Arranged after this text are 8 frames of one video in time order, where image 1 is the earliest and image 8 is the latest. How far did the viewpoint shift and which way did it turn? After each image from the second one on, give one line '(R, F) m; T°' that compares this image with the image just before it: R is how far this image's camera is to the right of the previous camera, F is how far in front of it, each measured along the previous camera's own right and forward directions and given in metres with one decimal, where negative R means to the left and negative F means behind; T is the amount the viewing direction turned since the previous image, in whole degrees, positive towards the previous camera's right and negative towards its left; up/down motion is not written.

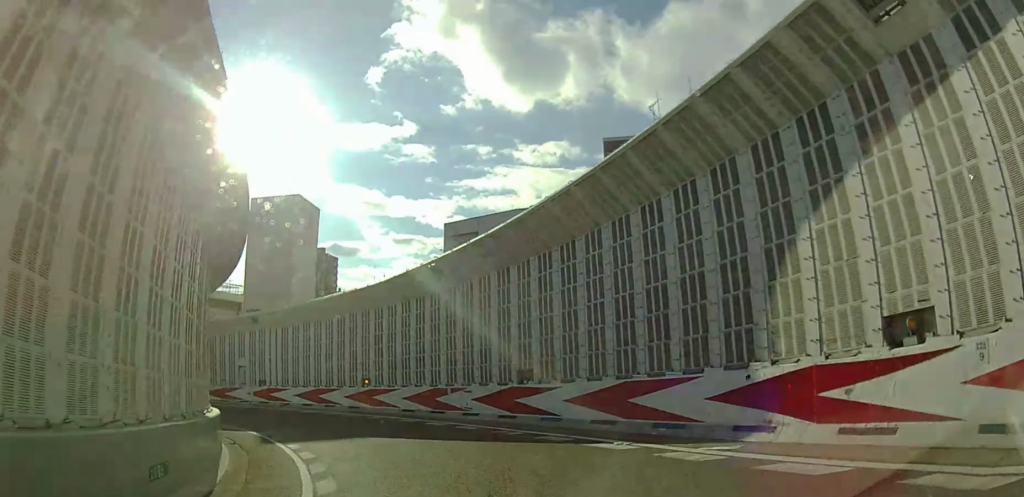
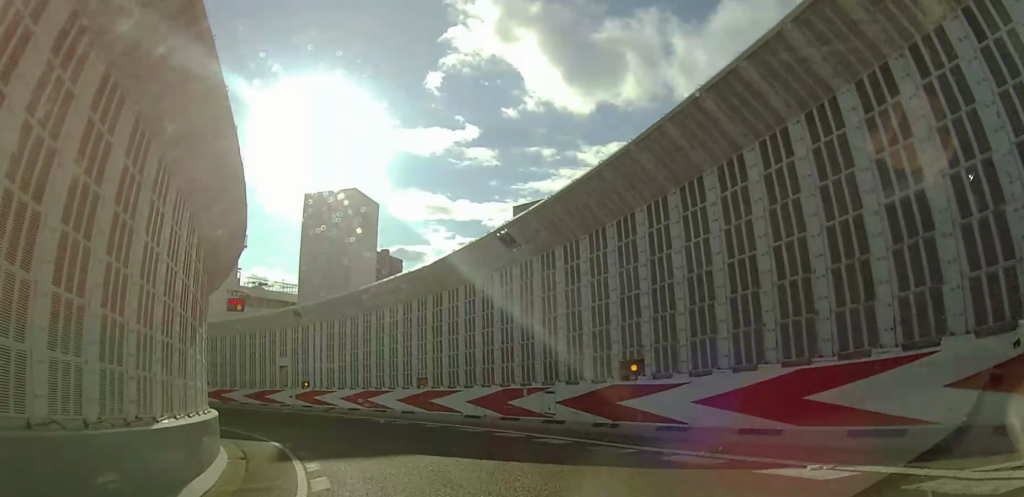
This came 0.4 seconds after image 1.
(-0.4, +4.0) m; -8°
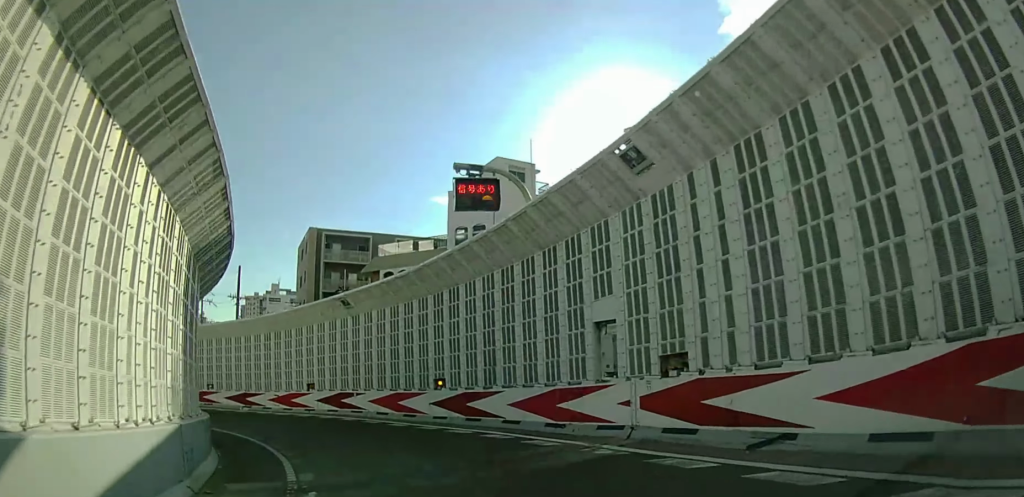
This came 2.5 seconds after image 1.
(-7.2, +15.7) m; -49°
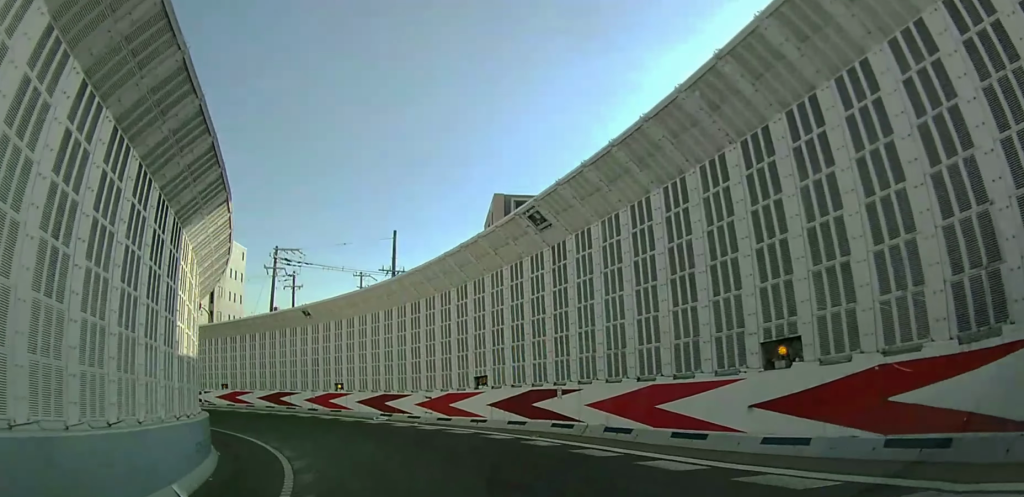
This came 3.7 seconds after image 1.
(-2.5, +11.7) m; -18°
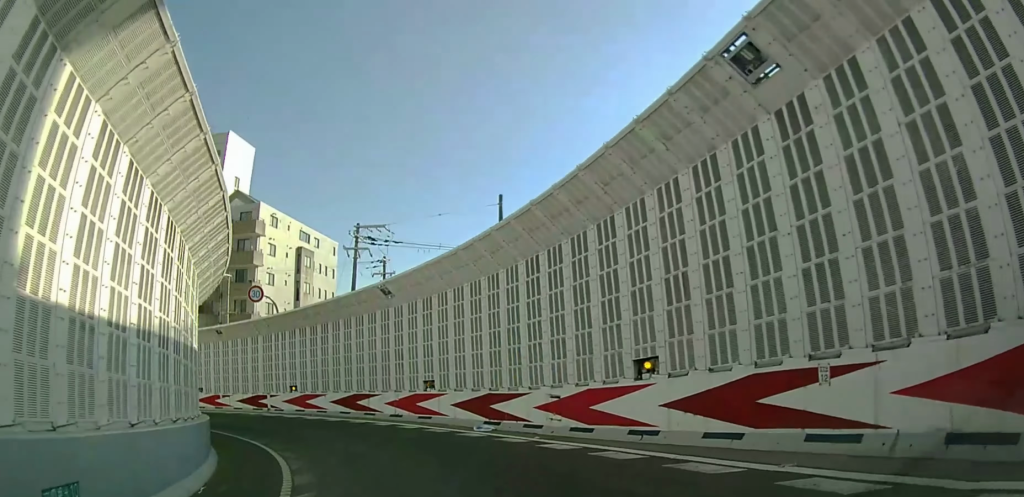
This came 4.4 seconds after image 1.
(-0.3, +6.5) m; -7°
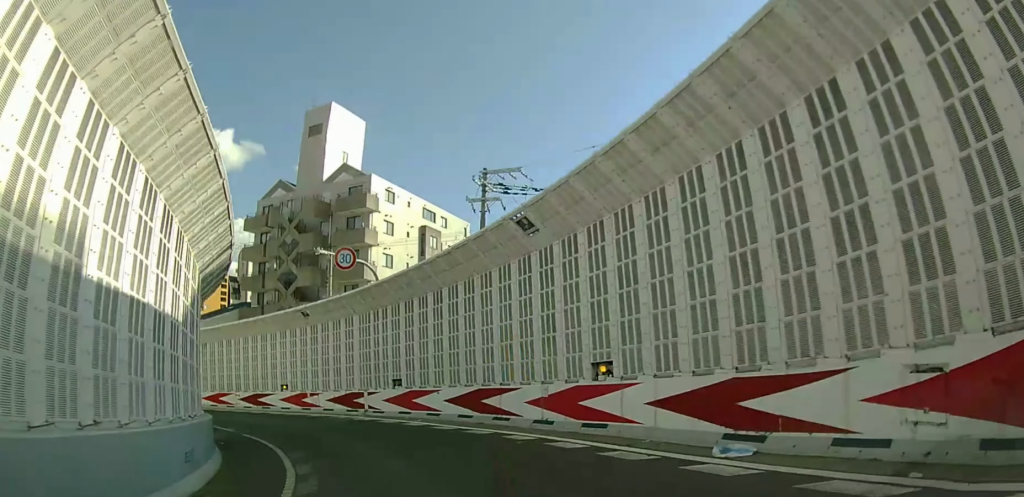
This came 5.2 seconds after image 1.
(-0.6, +8.3) m; -11°
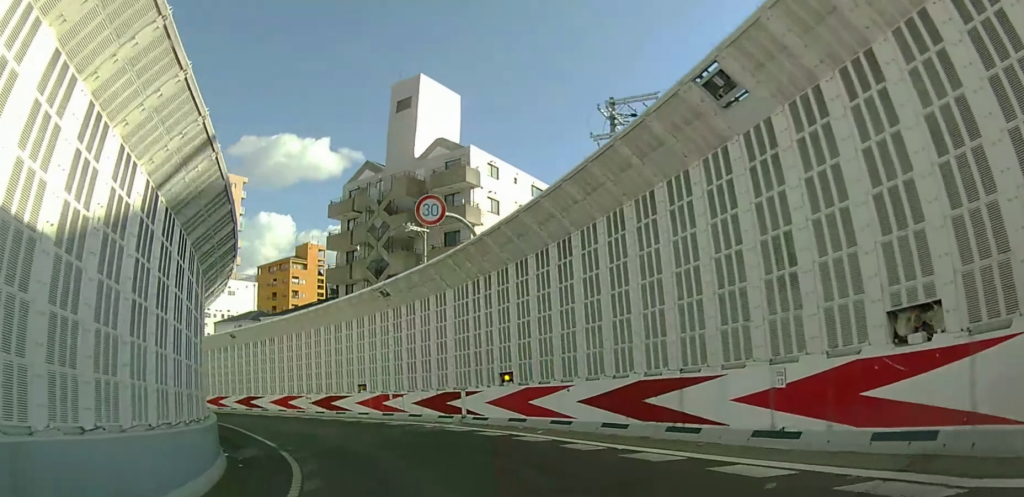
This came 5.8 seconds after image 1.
(-0.3, +5.9) m; -10°
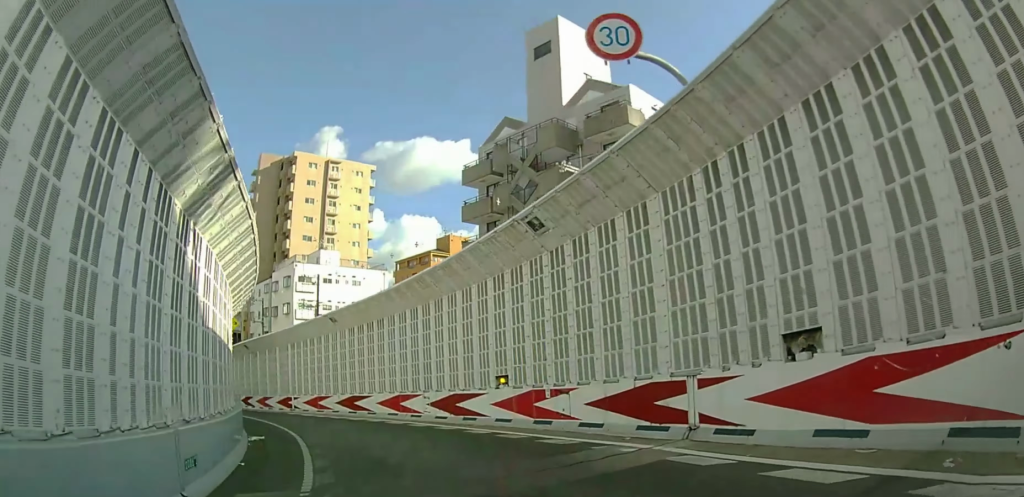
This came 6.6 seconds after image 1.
(-0.9, +7.6) m; -20°
